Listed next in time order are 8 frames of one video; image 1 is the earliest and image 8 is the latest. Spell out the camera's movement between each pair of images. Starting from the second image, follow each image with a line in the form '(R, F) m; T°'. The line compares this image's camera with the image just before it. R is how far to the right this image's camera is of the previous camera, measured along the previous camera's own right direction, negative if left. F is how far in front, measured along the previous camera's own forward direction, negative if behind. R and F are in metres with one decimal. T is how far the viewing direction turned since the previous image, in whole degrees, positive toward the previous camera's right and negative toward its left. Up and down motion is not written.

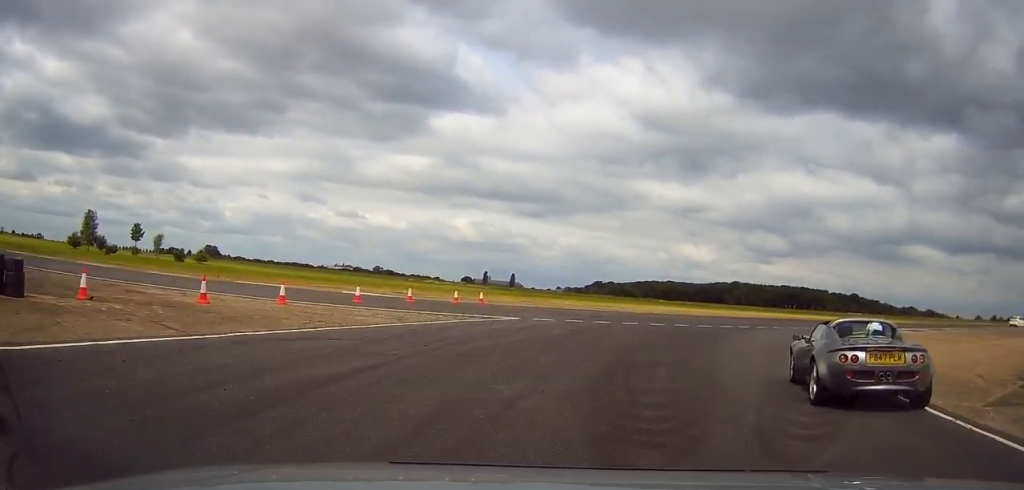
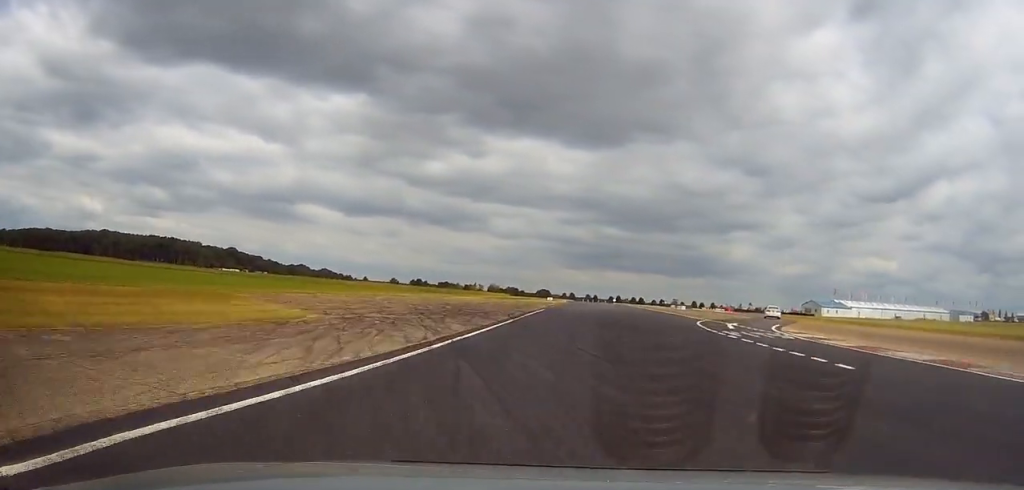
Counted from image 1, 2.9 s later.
(+34.5, +59.7) m; +49°
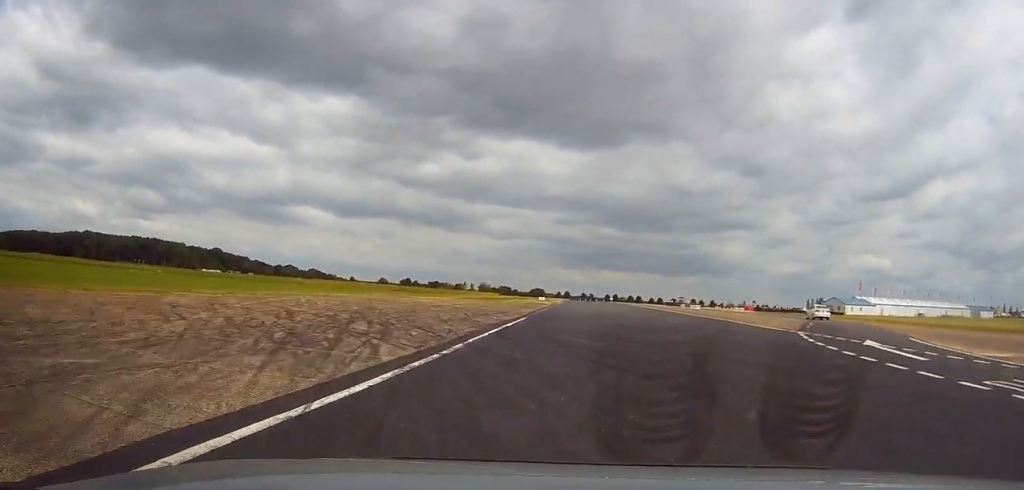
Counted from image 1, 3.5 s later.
(+0.7, +20.3) m; +1°
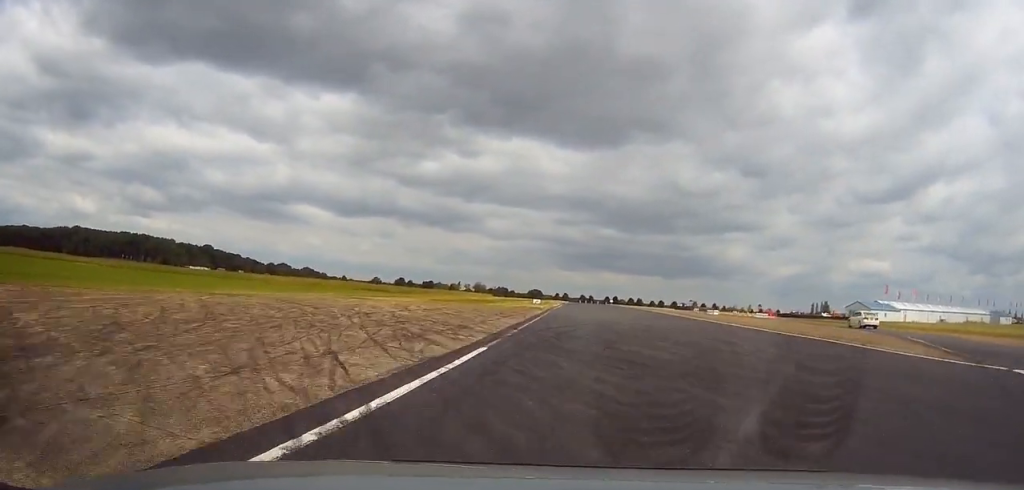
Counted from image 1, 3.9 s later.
(+0.2, +15.1) m; +1°
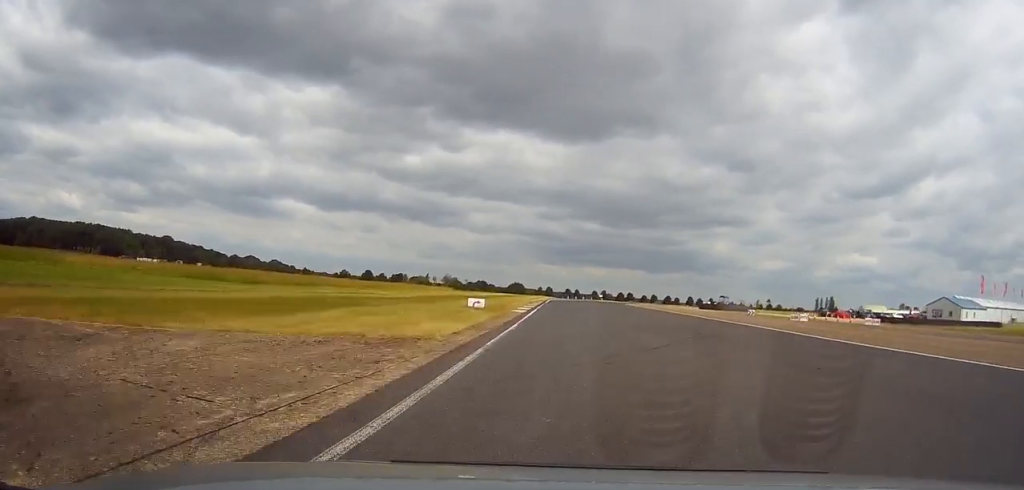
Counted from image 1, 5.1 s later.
(+0.4, +45.2) m; +1°
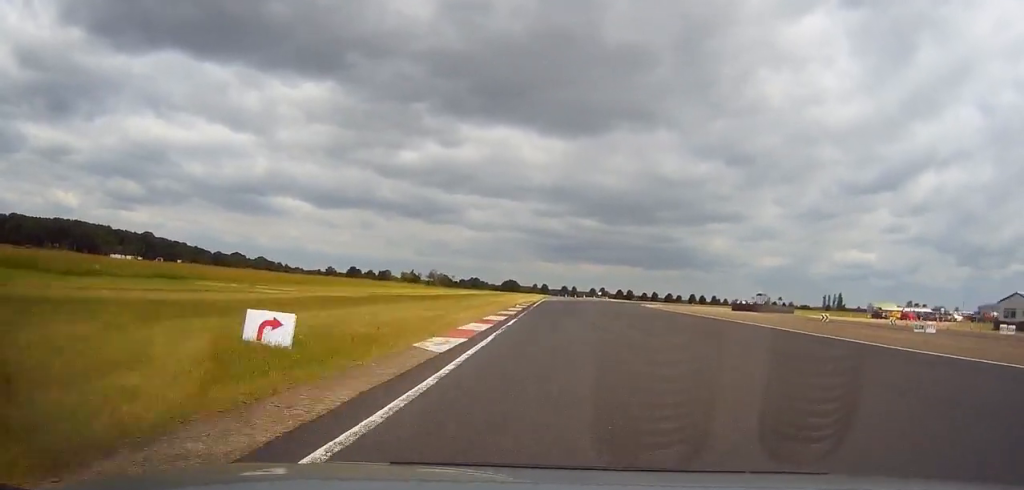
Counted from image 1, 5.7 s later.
(+0.3, +23.8) m; +1°
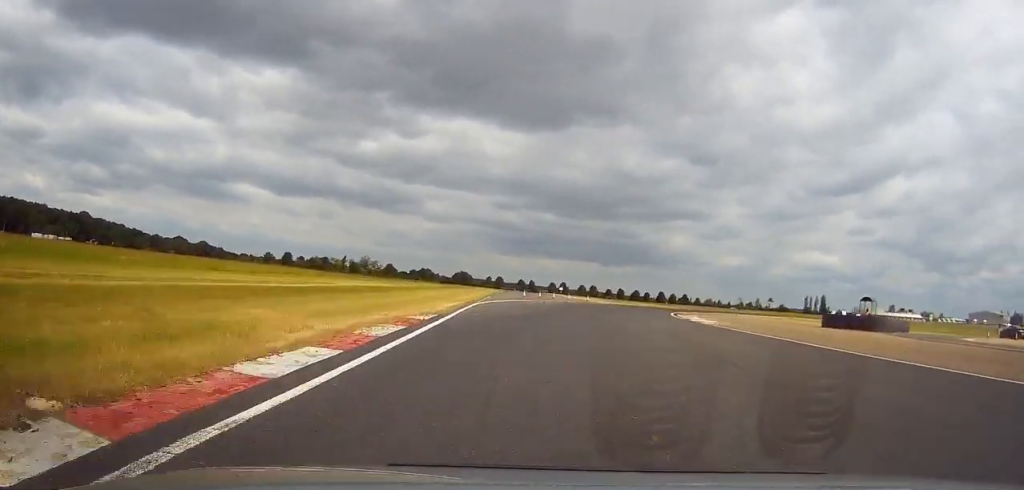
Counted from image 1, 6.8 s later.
(0.0, +41.5) m; +5°
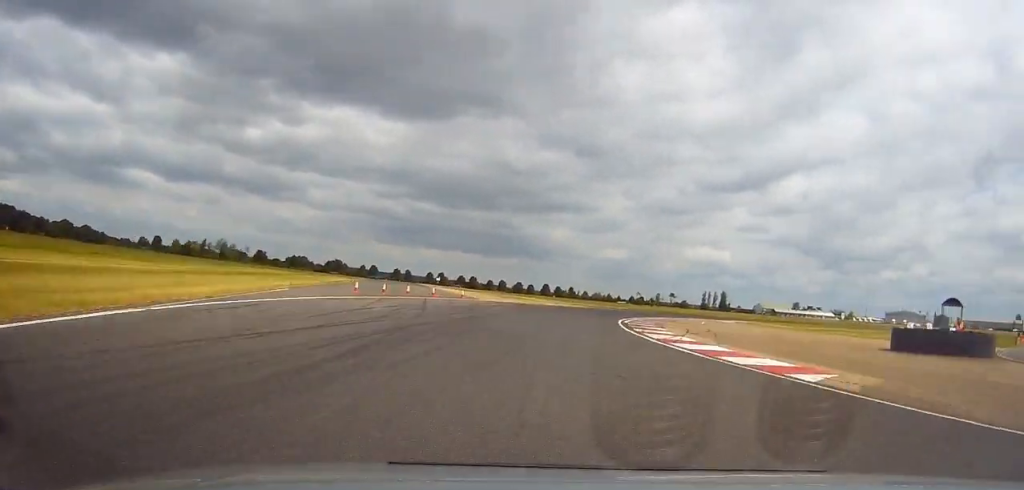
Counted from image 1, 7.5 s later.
(+2.2, +24.8) m; +9°
